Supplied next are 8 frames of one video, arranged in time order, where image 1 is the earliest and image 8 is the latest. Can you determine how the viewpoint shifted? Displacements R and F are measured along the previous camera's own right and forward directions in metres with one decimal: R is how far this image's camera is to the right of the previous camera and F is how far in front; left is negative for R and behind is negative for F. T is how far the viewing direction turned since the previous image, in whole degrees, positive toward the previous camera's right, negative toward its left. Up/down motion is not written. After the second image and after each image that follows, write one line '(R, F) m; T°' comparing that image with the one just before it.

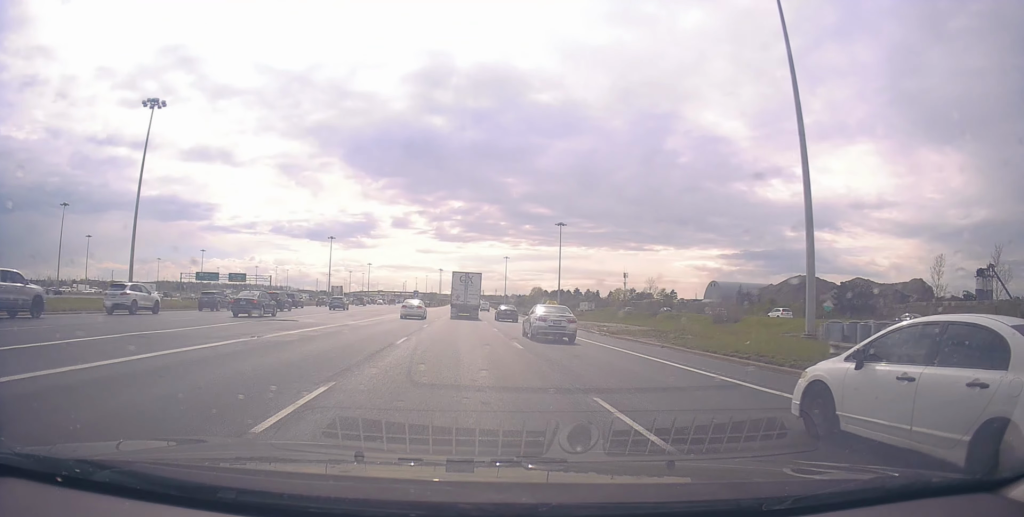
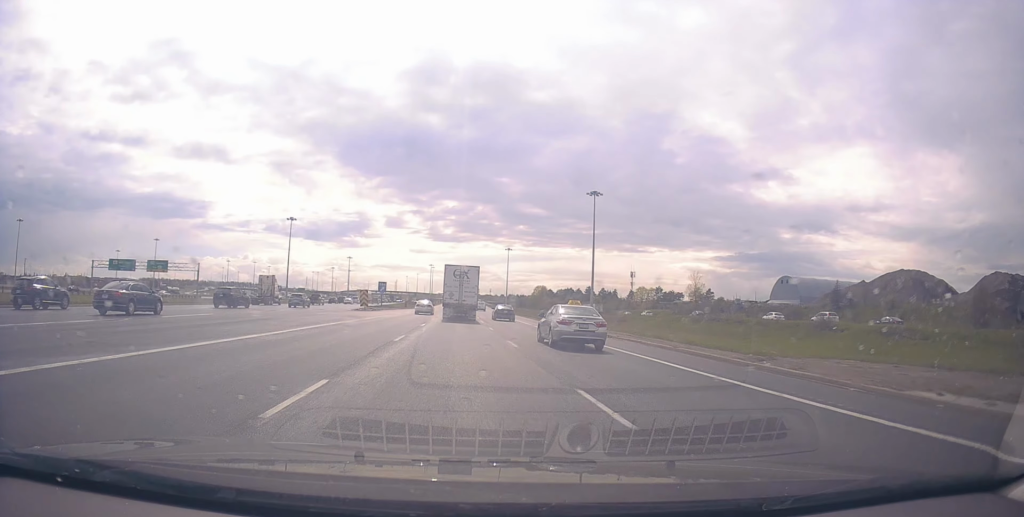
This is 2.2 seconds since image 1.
(+3.1, +47.4) m; -1°
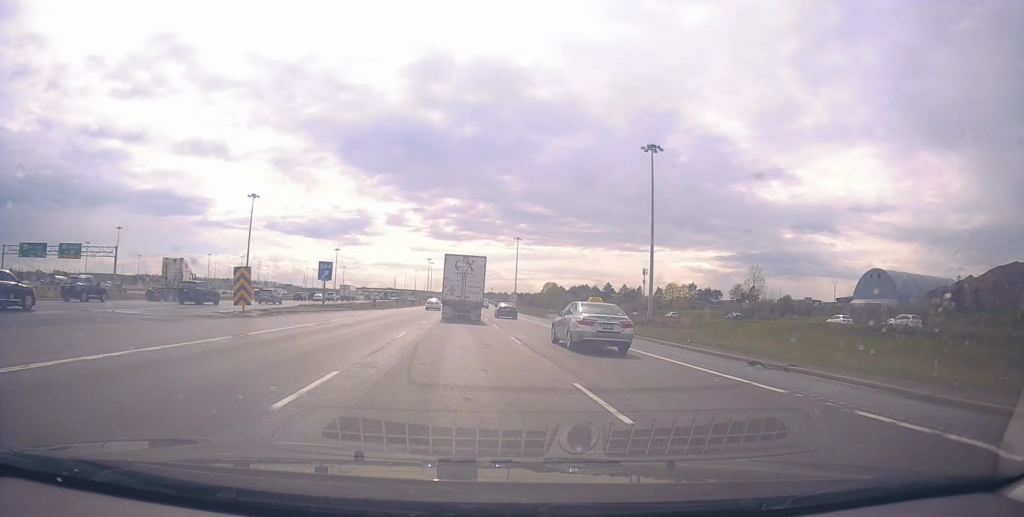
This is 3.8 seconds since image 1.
(+0.1, +35.2) m; -1°
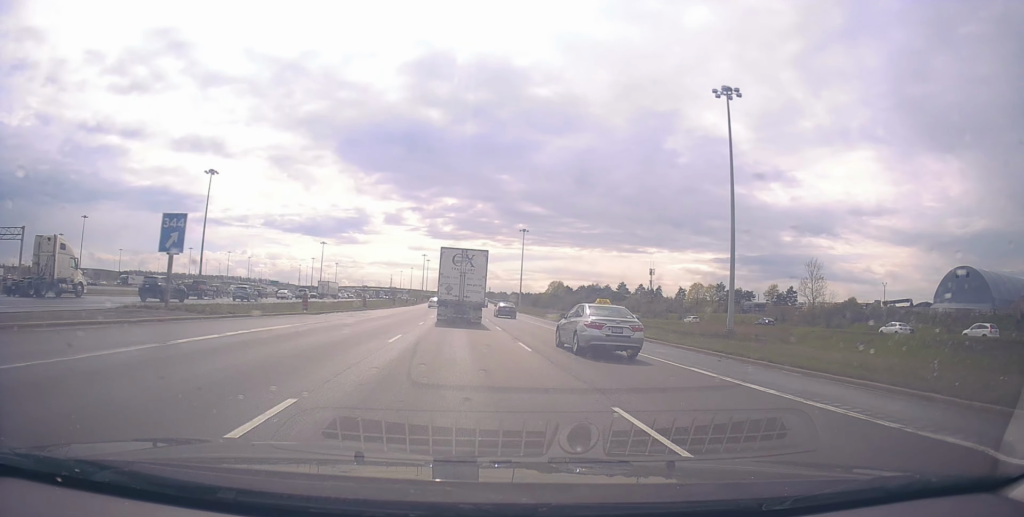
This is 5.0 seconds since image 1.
(-0.6, +26.2) m; 0°
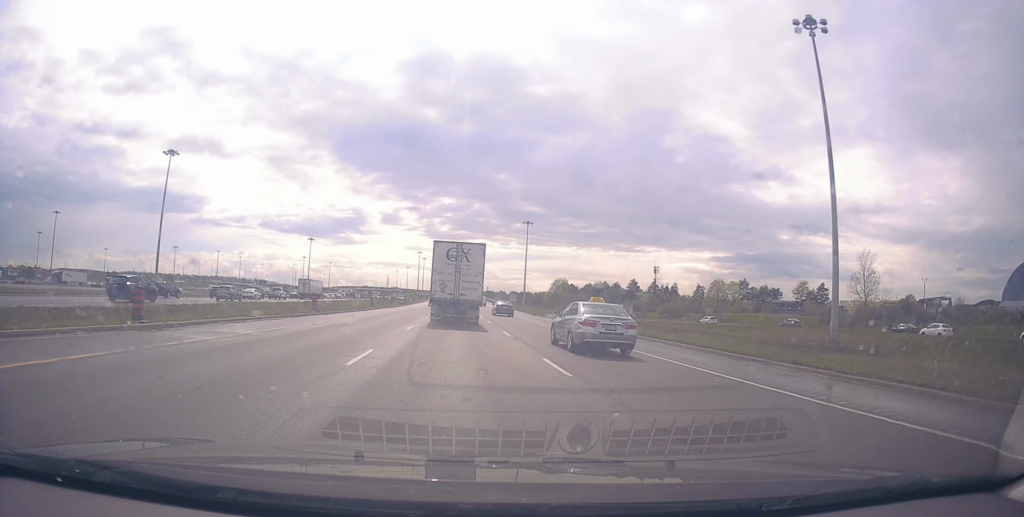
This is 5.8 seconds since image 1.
(+0.4, +18.1) m; +2°
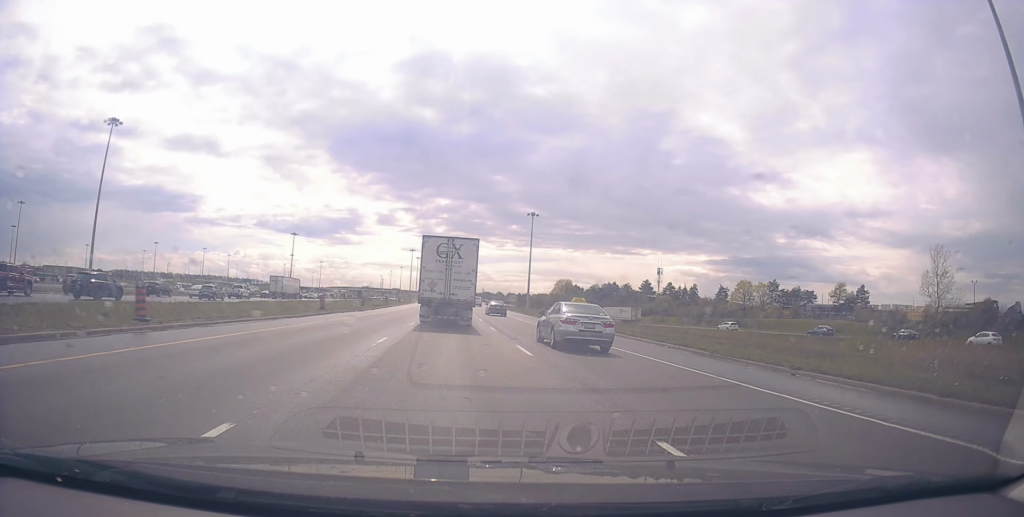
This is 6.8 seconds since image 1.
(+0.1, +20.1) m; +1°
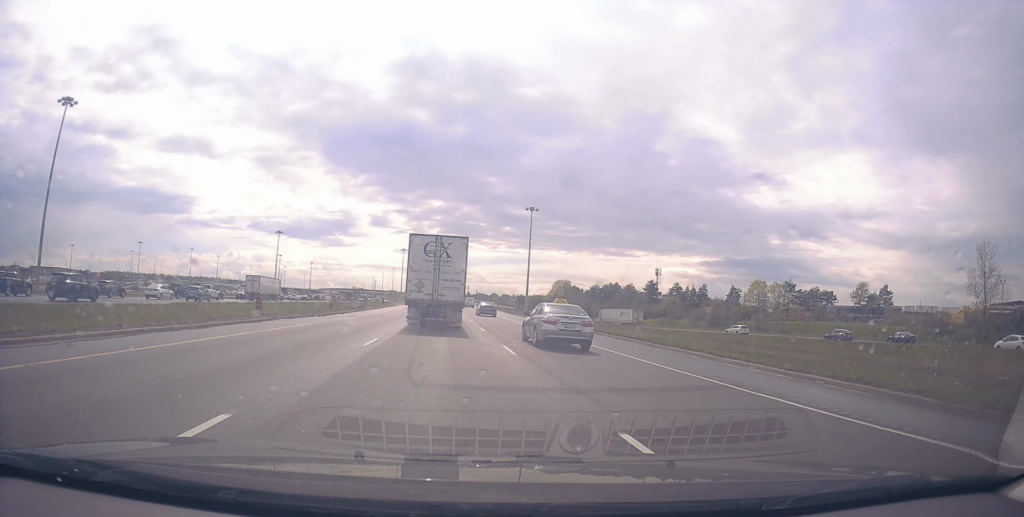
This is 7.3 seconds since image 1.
(+0.1, +11.3) m; 0°
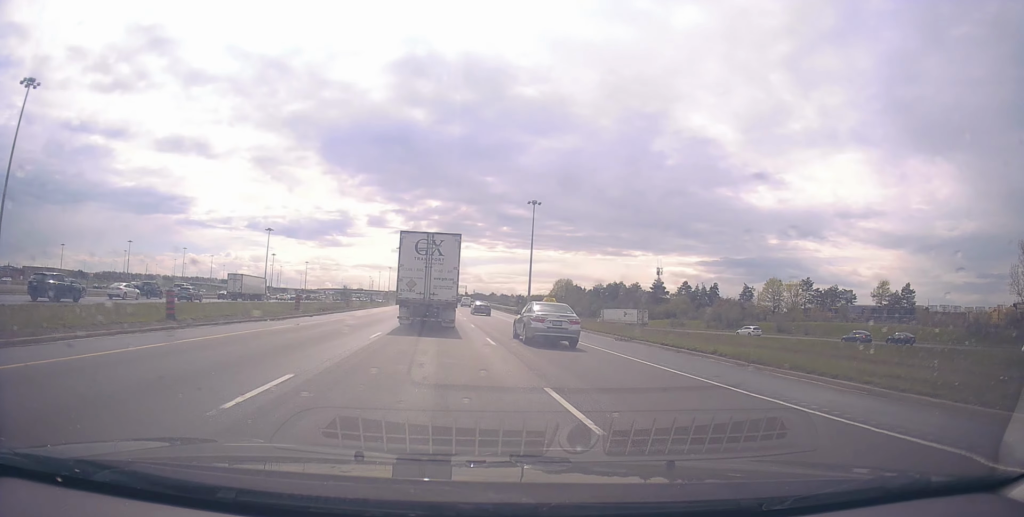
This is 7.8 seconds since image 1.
(+0.1, +9.2) m; 0°
